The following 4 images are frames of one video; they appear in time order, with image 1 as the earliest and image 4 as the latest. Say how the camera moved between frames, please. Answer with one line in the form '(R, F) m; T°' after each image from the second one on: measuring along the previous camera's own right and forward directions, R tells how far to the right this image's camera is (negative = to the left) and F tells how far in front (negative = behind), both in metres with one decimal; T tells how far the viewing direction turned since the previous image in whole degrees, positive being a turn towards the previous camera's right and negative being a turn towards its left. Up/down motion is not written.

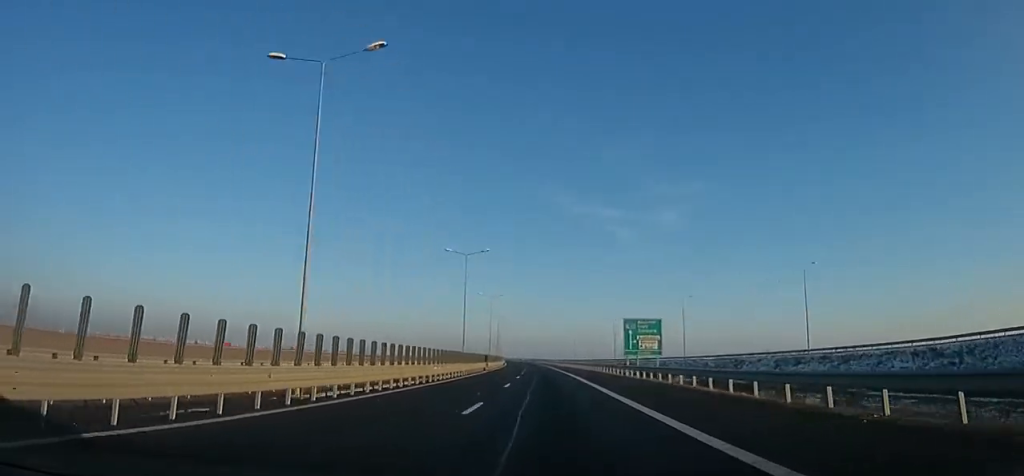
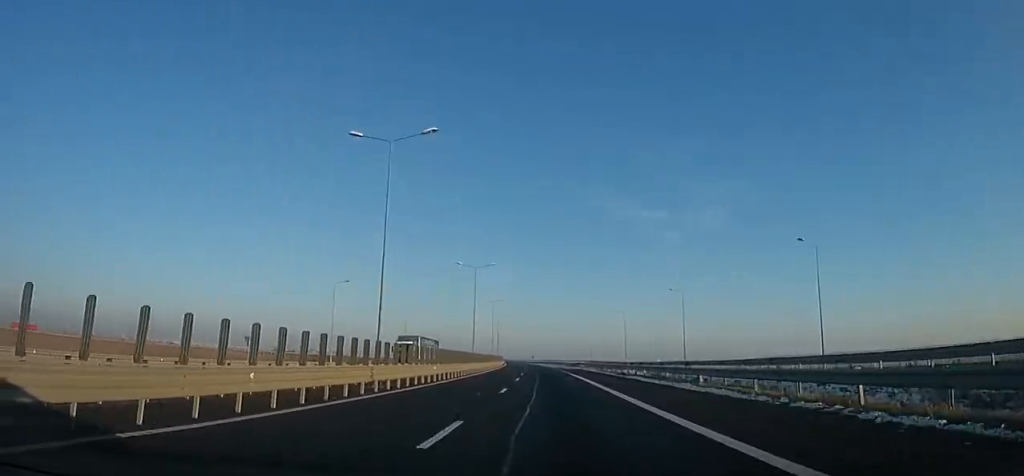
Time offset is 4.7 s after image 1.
(-8.2, +132.2) m; -5°
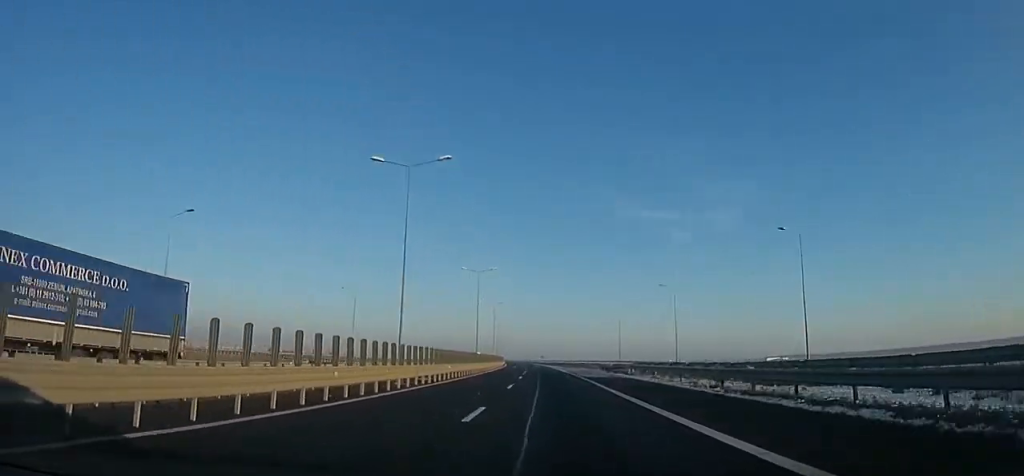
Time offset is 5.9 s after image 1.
(-0.2, +31.6) m; 0°
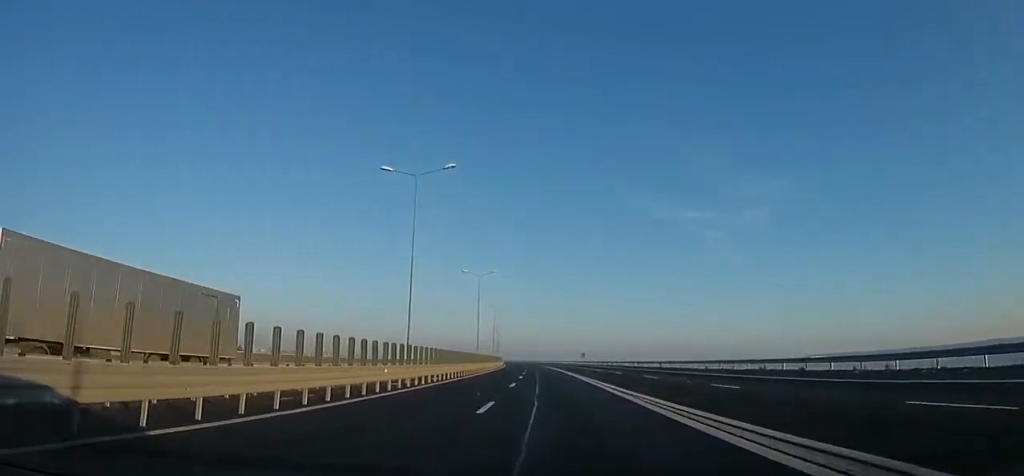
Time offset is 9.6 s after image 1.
(-3.6, +103.2) m; -5°
